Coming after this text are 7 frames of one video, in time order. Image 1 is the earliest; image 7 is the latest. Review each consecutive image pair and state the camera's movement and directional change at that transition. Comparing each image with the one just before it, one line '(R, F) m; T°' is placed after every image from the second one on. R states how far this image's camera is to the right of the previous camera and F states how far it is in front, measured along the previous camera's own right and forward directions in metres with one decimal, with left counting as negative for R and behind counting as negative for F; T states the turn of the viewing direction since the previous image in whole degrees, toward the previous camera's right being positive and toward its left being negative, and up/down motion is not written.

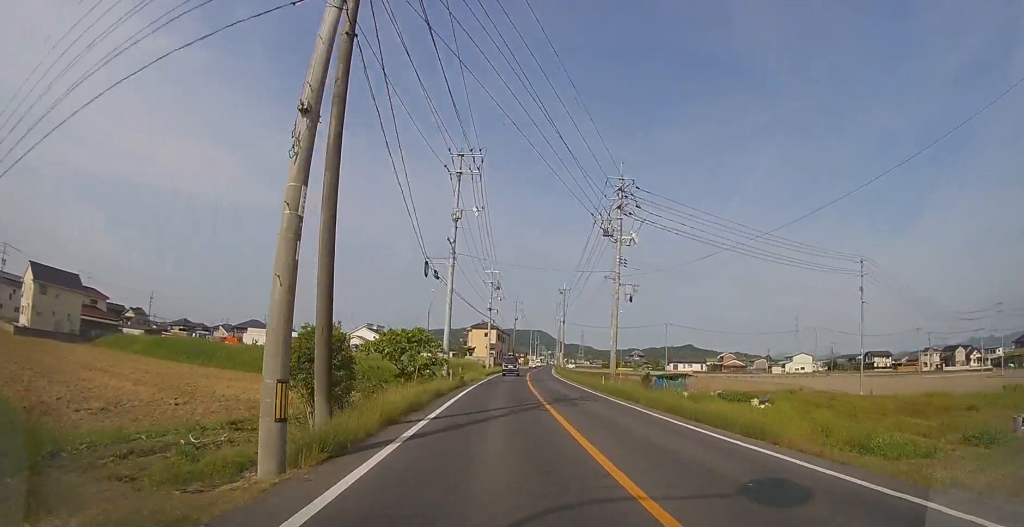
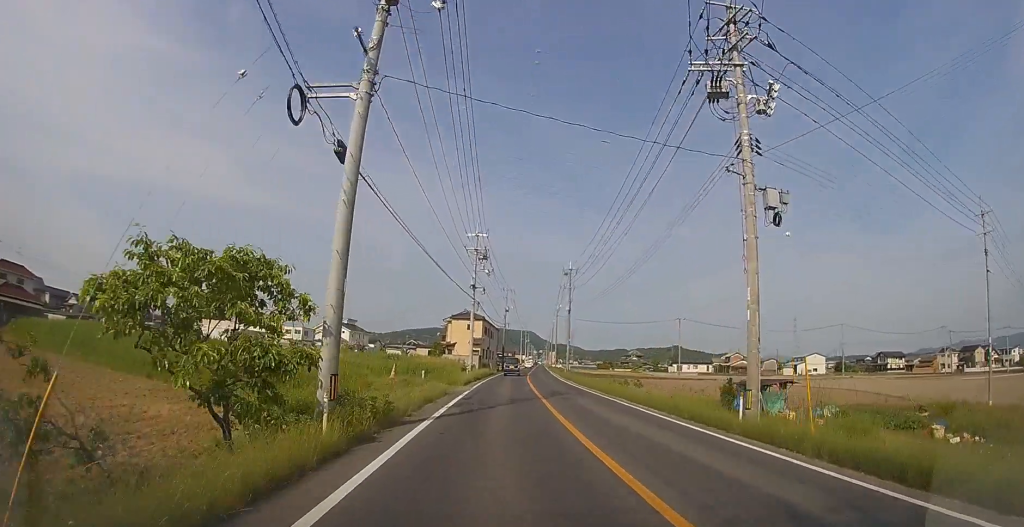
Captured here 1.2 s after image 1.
(+0.3, +15.9) m; +2°
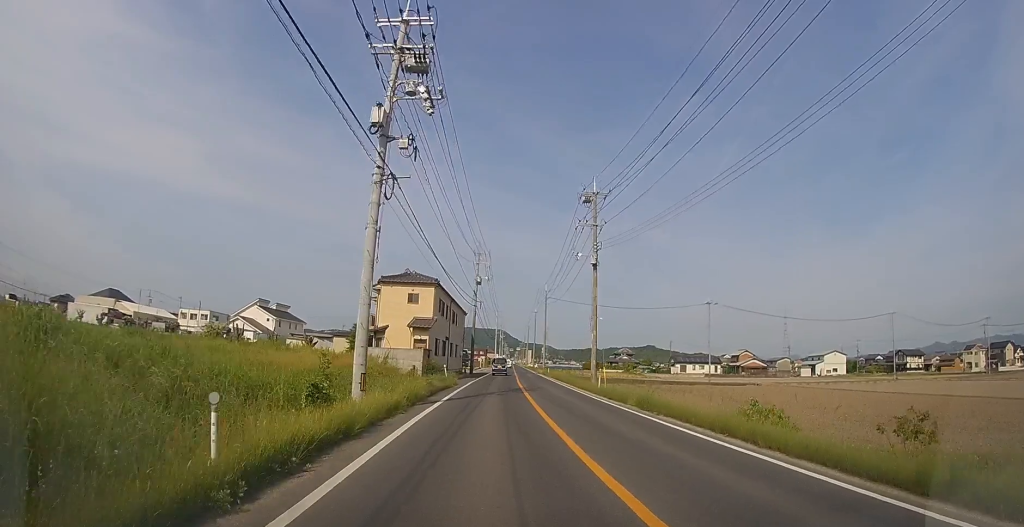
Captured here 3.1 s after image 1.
(+0.6, +26.4) m; +3°
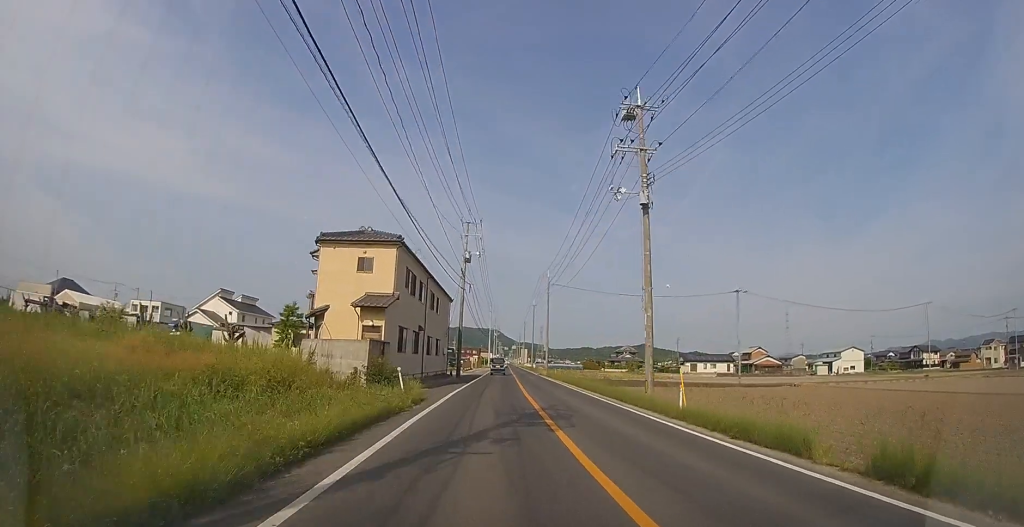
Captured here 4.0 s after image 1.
(+0.2, +11.9) m; +1°
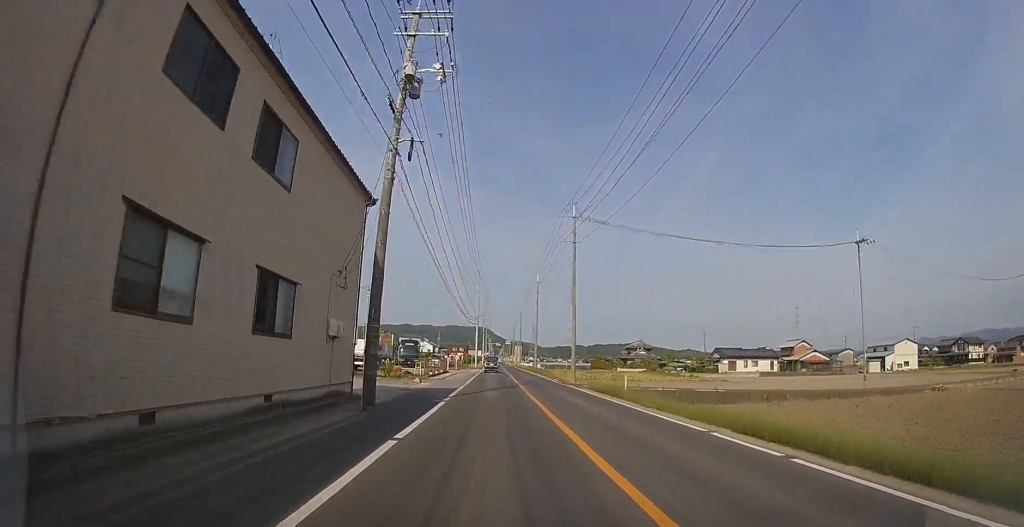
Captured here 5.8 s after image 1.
(+0.2, +26.1) m; +1°
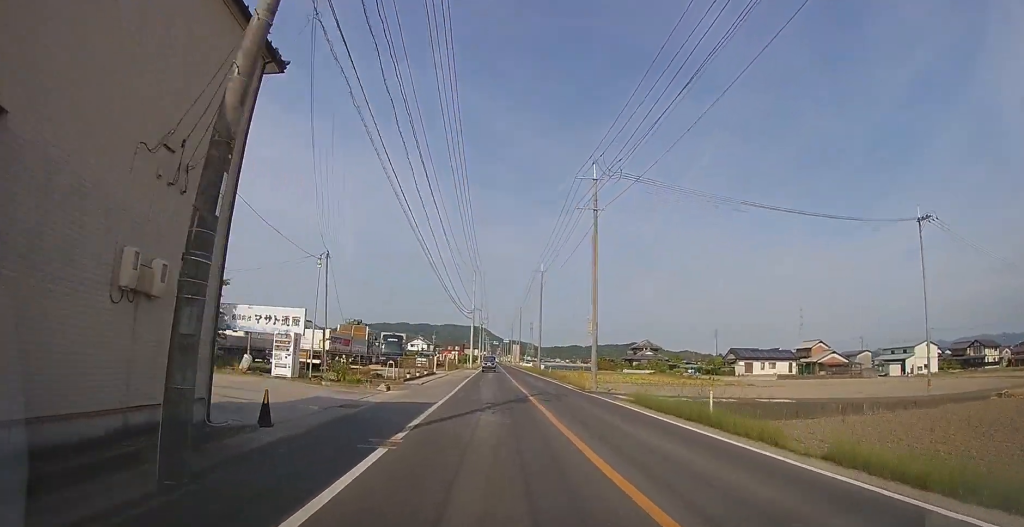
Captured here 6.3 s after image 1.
(+0.1, +8.3) m; 0°
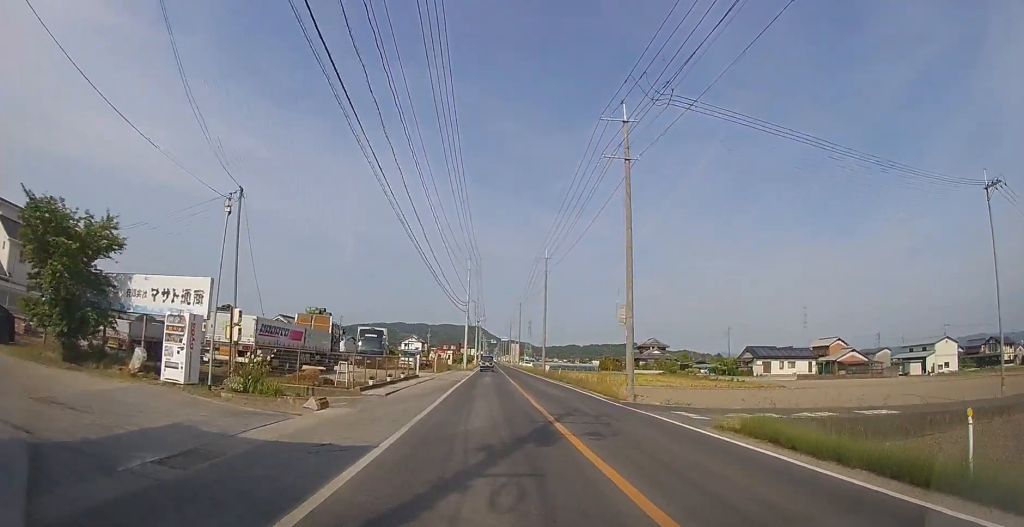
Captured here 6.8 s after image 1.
(0.0, +7.7) m; 0°
